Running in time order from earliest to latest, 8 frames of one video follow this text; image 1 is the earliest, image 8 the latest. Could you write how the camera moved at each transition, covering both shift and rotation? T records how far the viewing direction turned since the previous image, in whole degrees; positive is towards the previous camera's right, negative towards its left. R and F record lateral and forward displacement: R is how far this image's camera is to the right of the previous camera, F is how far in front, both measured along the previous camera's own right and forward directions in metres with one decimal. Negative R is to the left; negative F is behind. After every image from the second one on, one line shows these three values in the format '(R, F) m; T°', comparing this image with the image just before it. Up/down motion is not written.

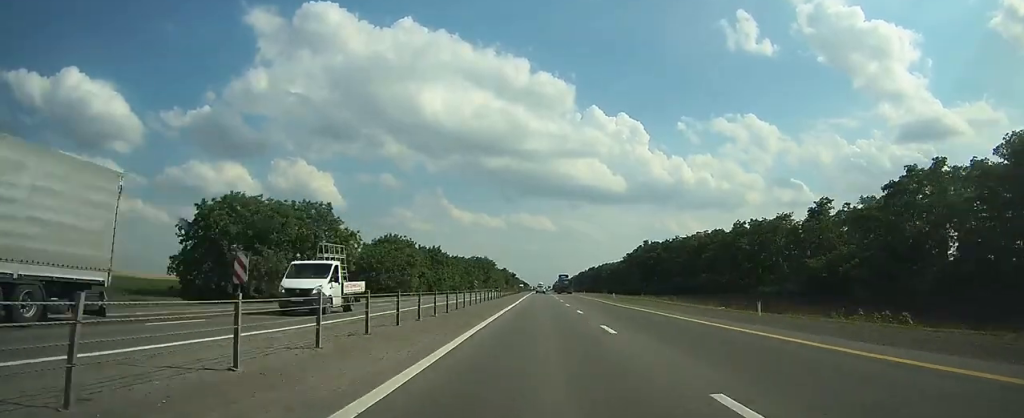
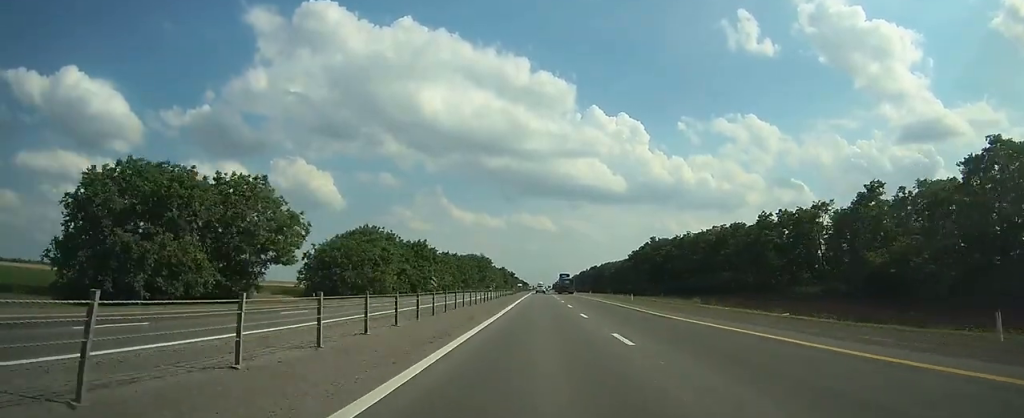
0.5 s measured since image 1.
(0.0, +14.7) m; 0°
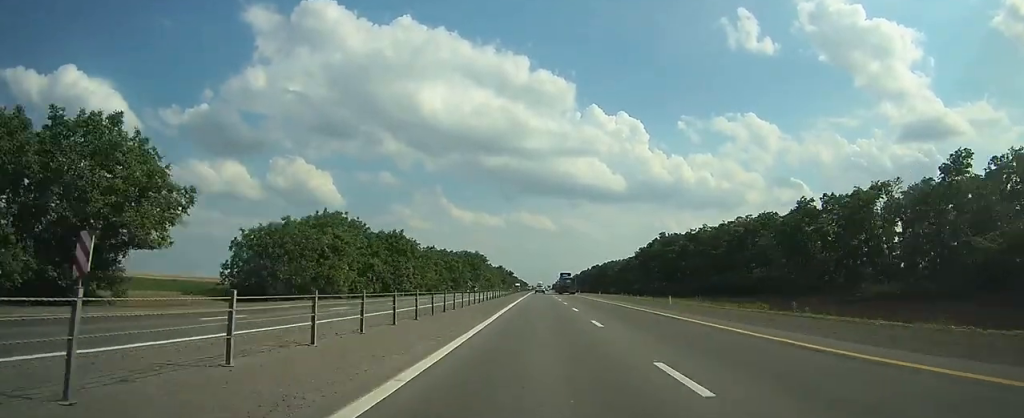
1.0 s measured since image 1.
(0.0, +17.9) m; 0°
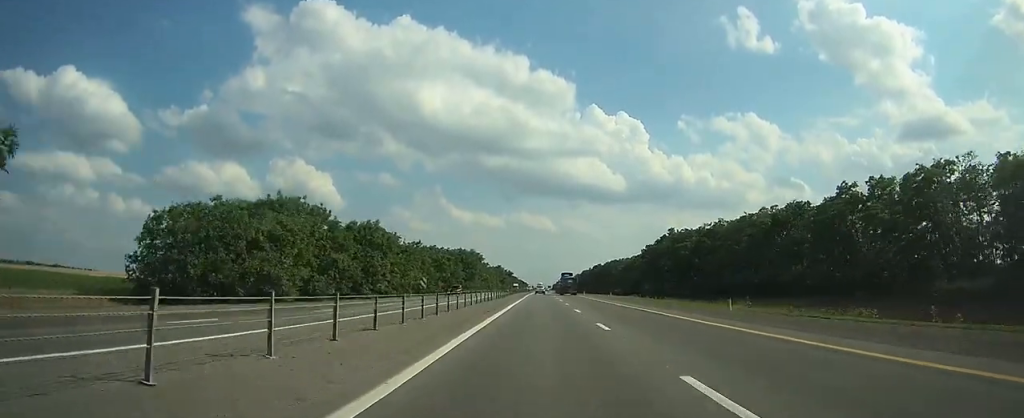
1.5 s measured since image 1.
(0.0, +13.7) m; 0°
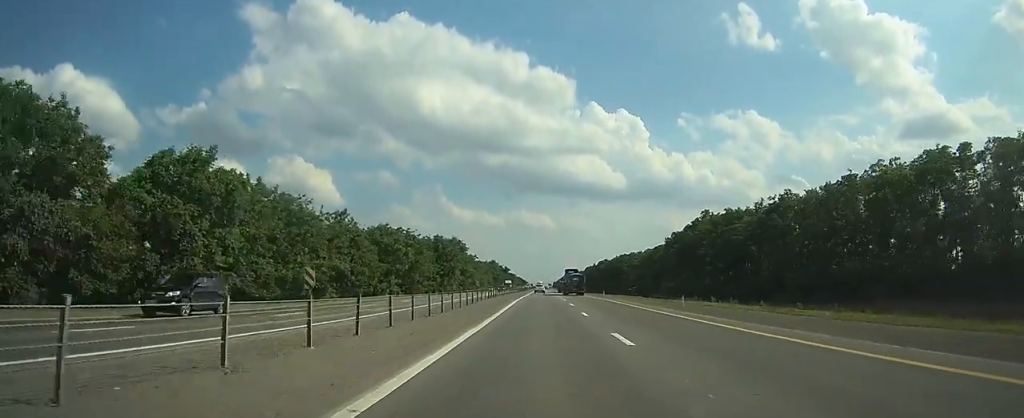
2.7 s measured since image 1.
(+0.1, +40.3) m; 0°
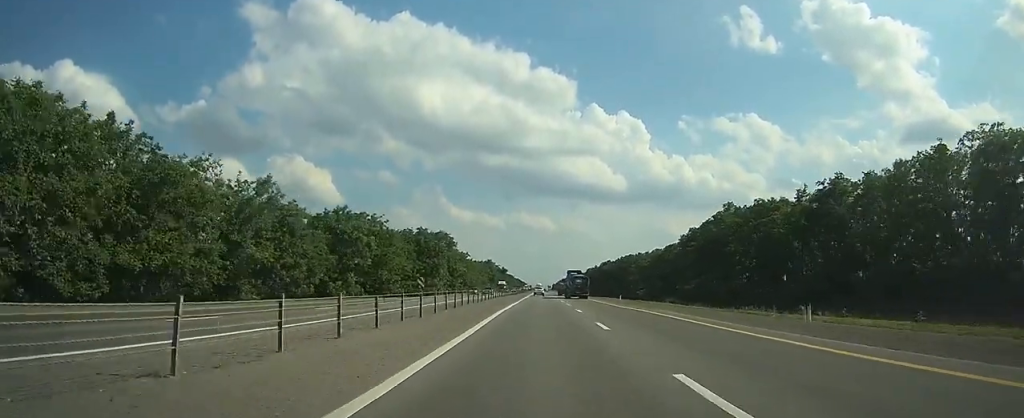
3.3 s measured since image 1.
(0.0, +19.1) m; 0°
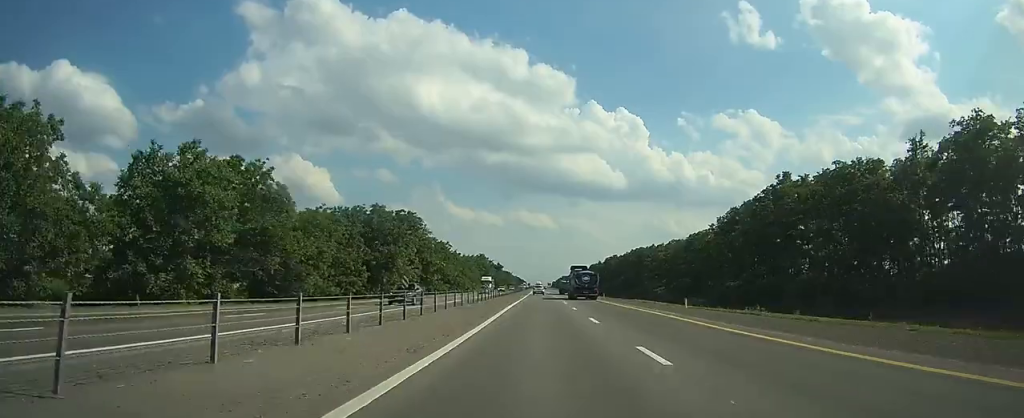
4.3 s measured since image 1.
(-0.1, +32.0) m; 0°
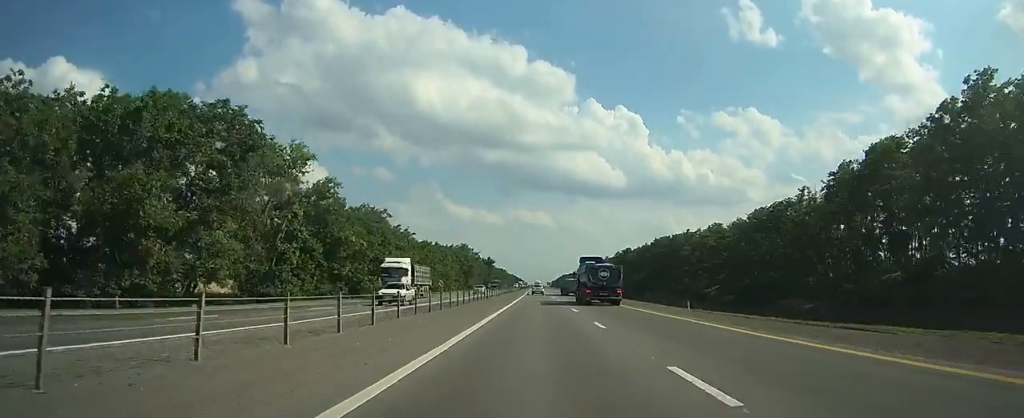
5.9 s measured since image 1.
(+0.1, +51.2) m; 0°
